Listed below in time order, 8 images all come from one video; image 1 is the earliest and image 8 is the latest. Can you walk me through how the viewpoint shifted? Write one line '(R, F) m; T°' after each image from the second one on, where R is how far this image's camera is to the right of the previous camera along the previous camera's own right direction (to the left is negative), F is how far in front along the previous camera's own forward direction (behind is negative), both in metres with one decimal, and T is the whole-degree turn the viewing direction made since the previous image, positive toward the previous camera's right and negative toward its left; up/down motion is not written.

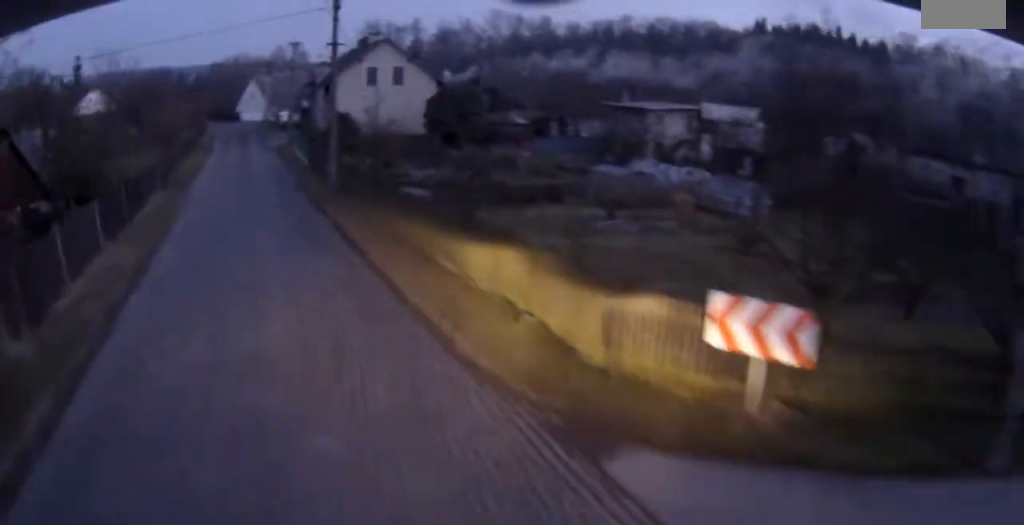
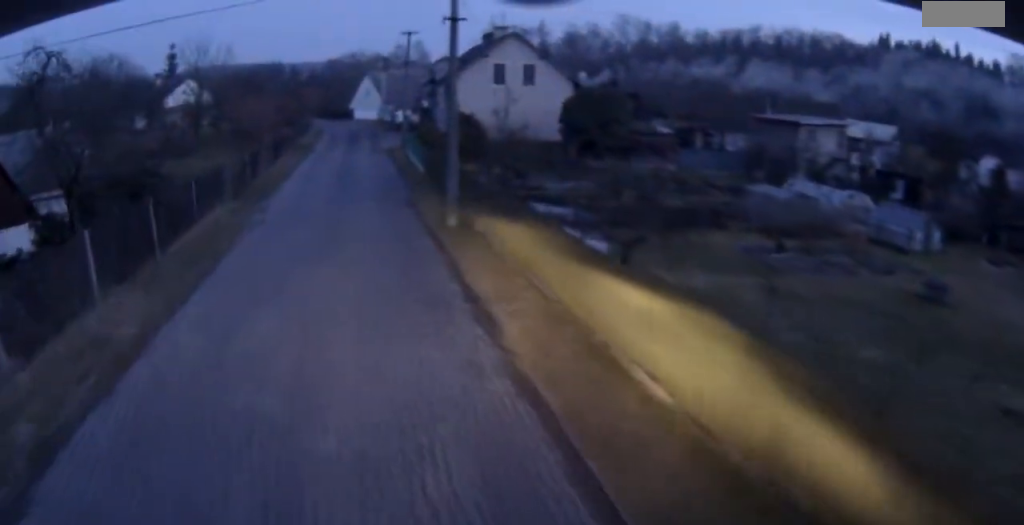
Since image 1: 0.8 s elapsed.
(0.0, +6.9) m; -5°
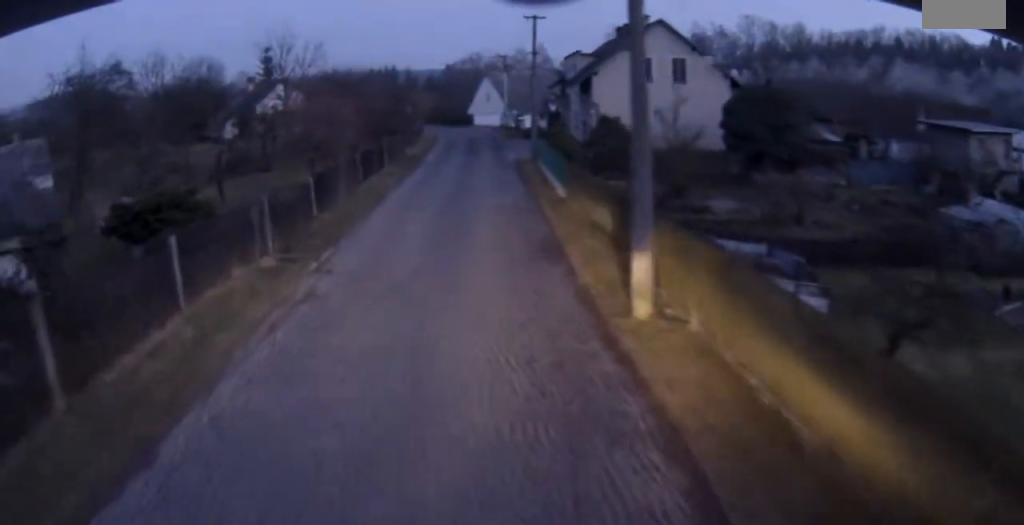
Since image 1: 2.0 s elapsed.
(-1.3, +9.2) m; -14°
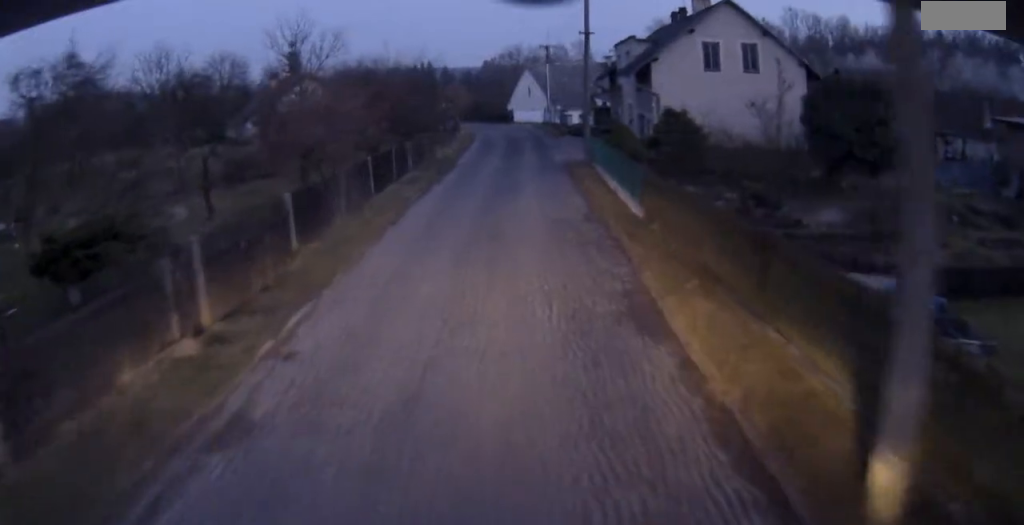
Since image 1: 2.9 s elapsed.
(-0.5, +6.2) m; -2°
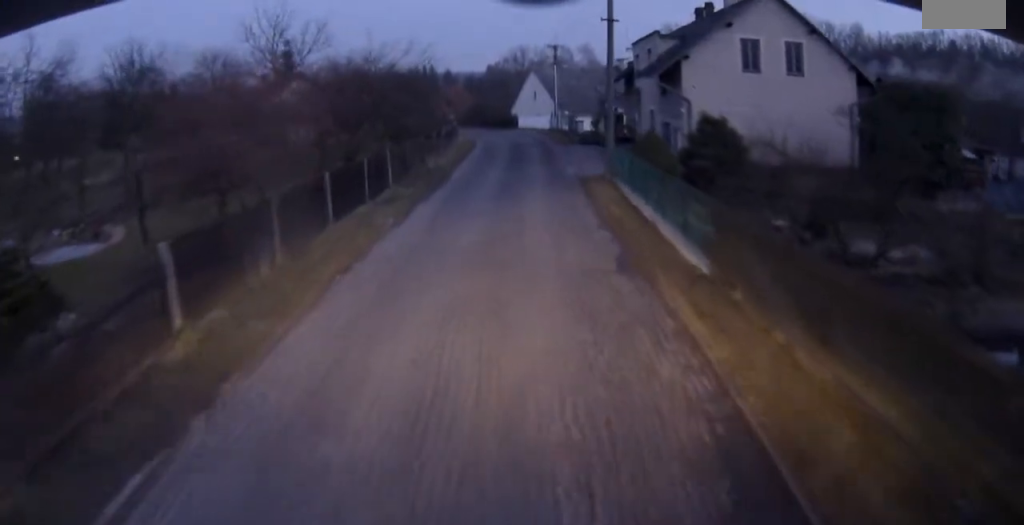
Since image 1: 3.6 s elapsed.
(+0.1, +5.6) m; +3°
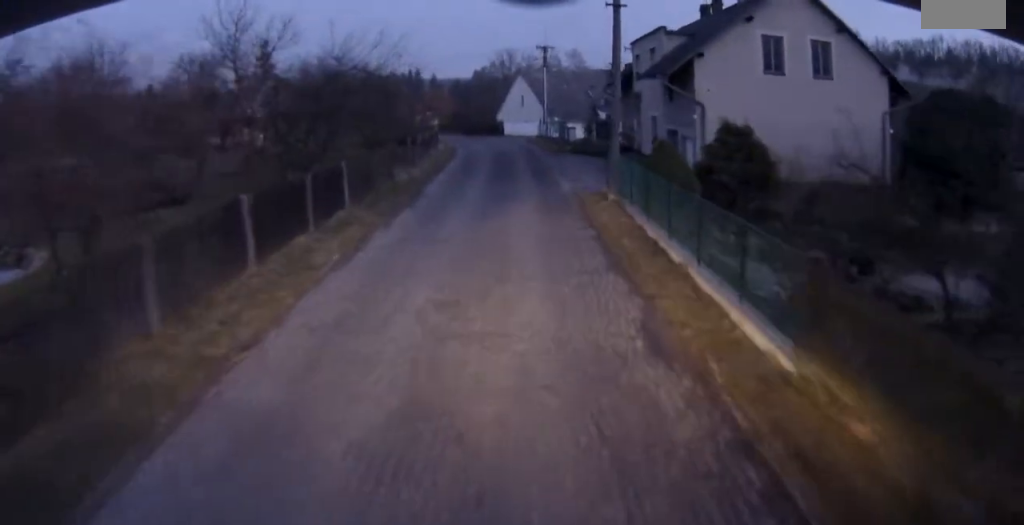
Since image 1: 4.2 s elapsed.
(+0.3, +4.3) m; -1°
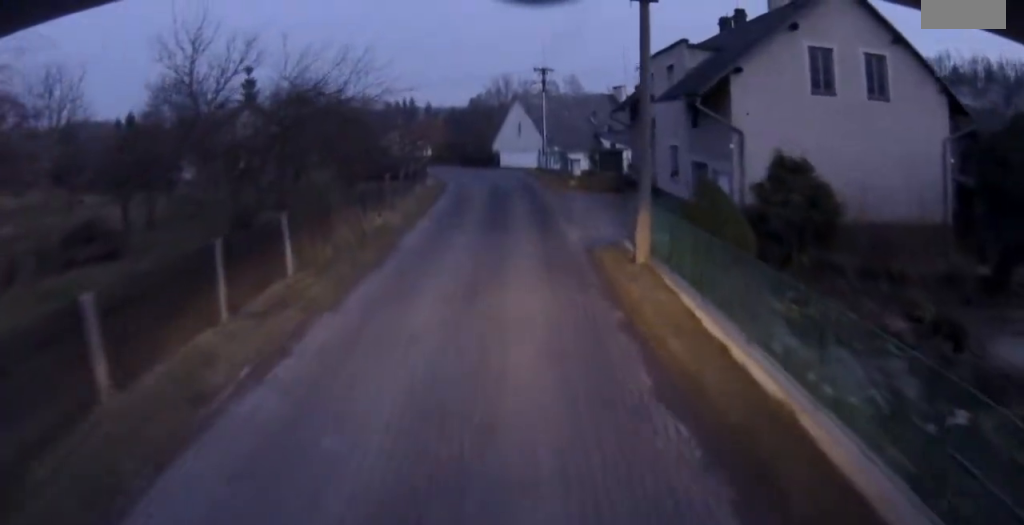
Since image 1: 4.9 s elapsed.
(-0.1, +5.0) m; -1°
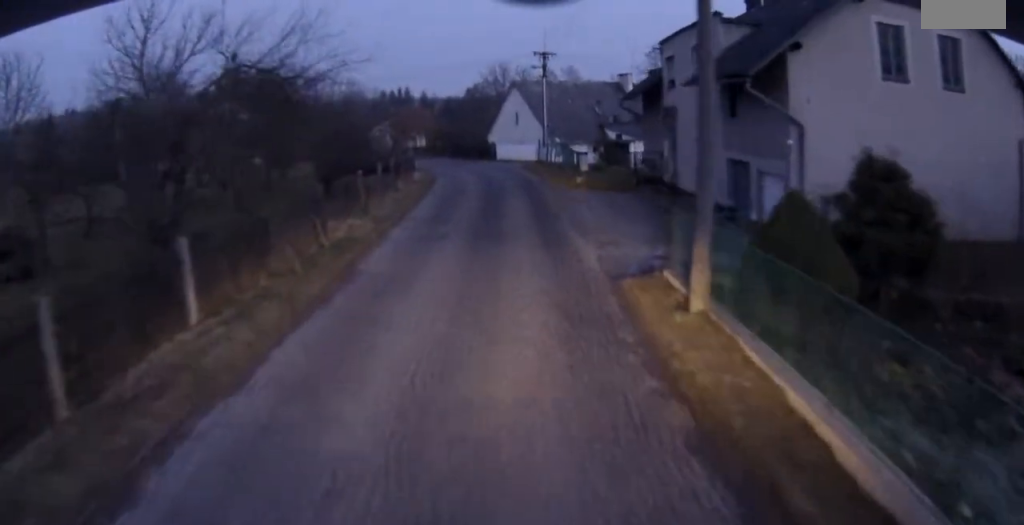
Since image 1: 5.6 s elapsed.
(-0.3, +4.8) m; -1°
